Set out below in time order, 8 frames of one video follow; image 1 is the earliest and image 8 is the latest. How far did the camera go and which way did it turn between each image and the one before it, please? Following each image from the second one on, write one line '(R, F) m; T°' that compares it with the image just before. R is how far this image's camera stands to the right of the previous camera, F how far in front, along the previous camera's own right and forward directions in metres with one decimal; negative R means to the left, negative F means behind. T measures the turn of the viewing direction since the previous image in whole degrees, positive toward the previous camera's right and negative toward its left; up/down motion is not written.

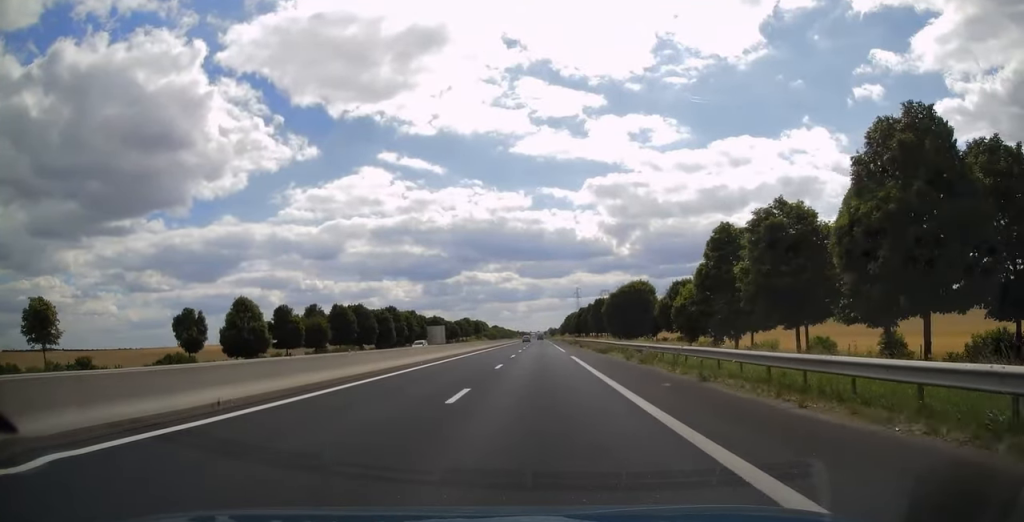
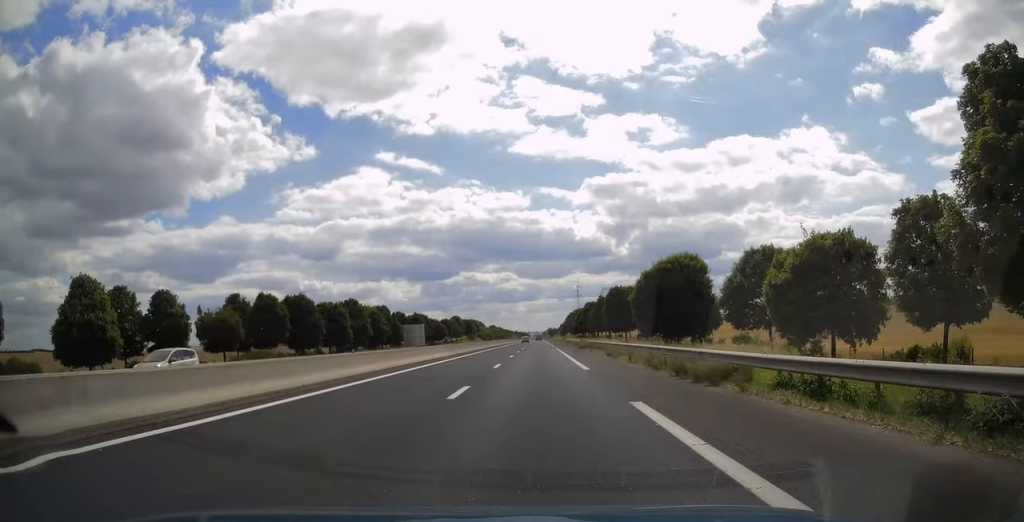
(0.0, +24.8) m; 0°
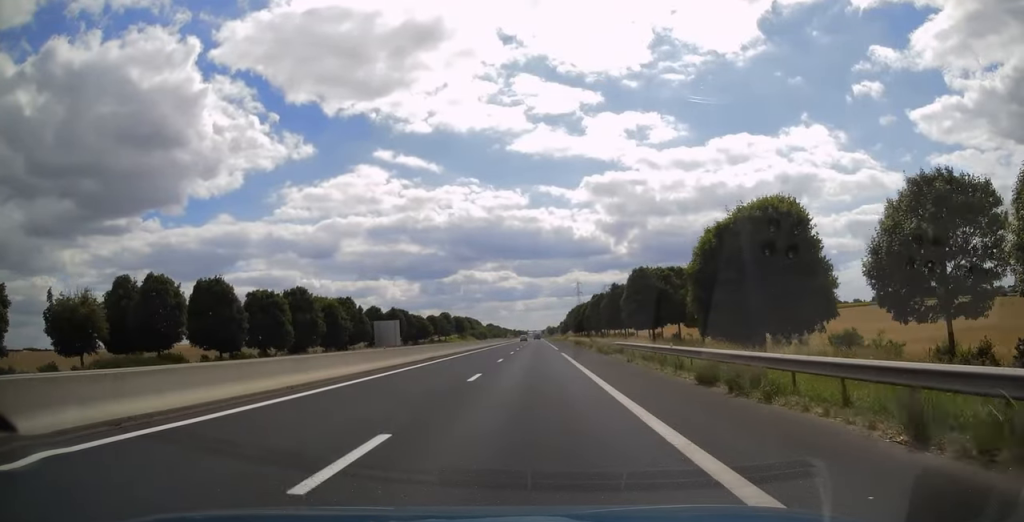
(-0.1, +21.0) m; 0°
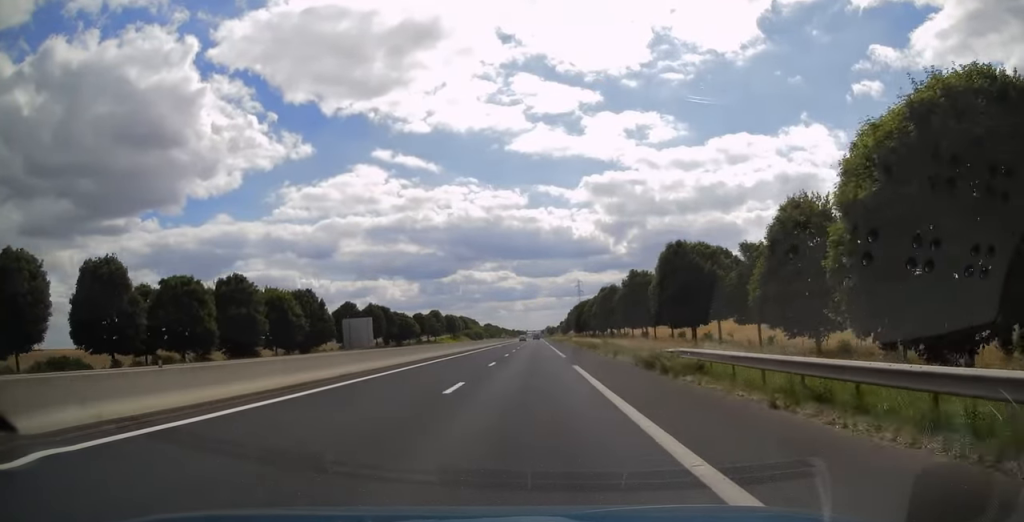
(0.0, +16.6) m; 0°
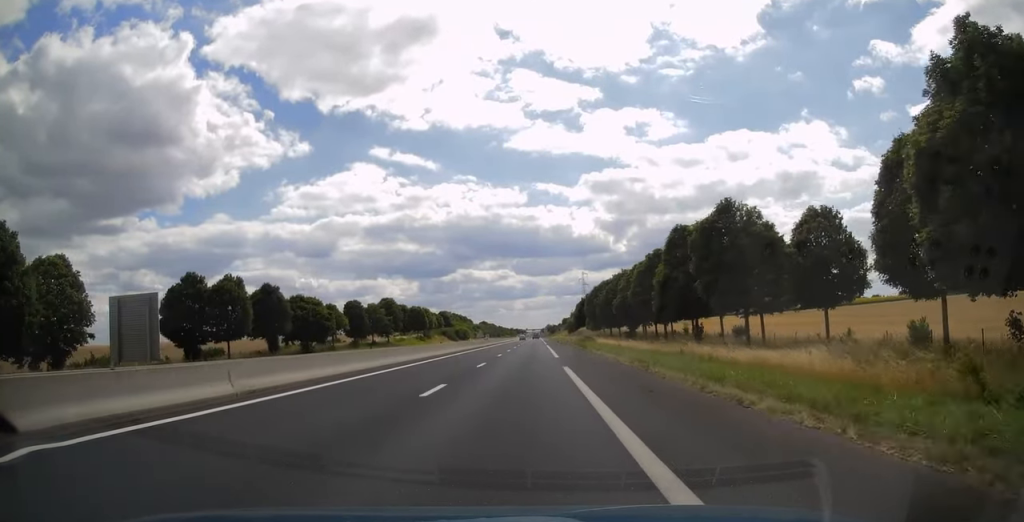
(-0.2, +52.3) m; -1°
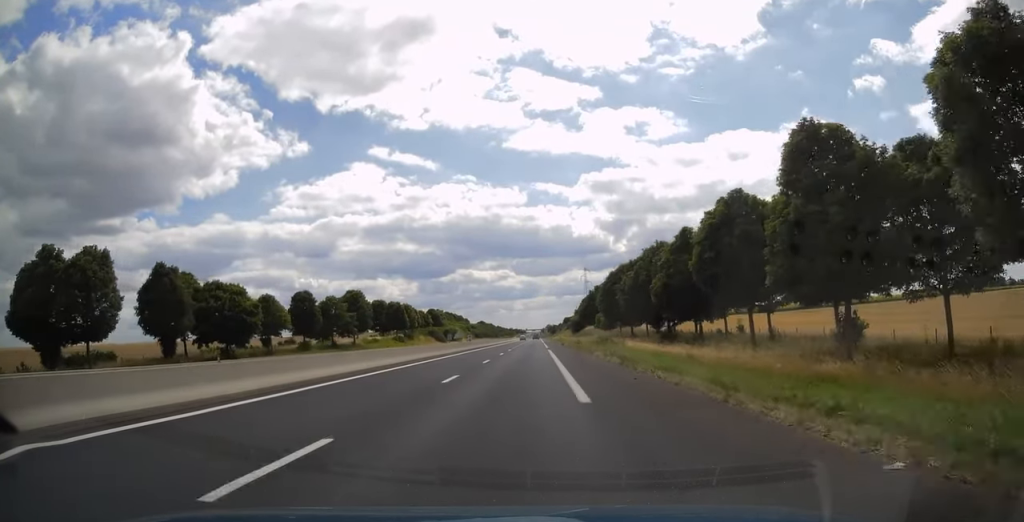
(-0.3, +21.5) m; 0°
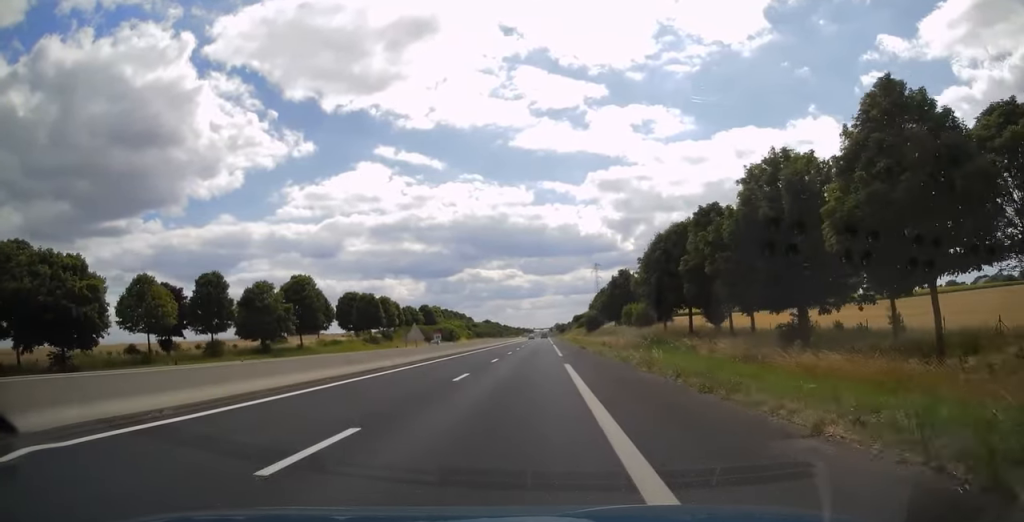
(+0.3, +24.9) m; 0°
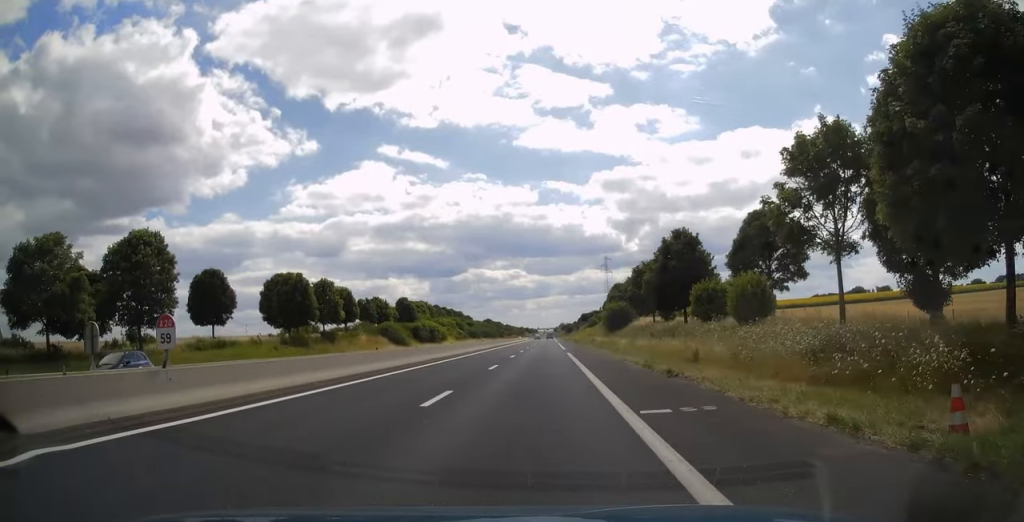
(-0.3, +32.7) m; 0°
